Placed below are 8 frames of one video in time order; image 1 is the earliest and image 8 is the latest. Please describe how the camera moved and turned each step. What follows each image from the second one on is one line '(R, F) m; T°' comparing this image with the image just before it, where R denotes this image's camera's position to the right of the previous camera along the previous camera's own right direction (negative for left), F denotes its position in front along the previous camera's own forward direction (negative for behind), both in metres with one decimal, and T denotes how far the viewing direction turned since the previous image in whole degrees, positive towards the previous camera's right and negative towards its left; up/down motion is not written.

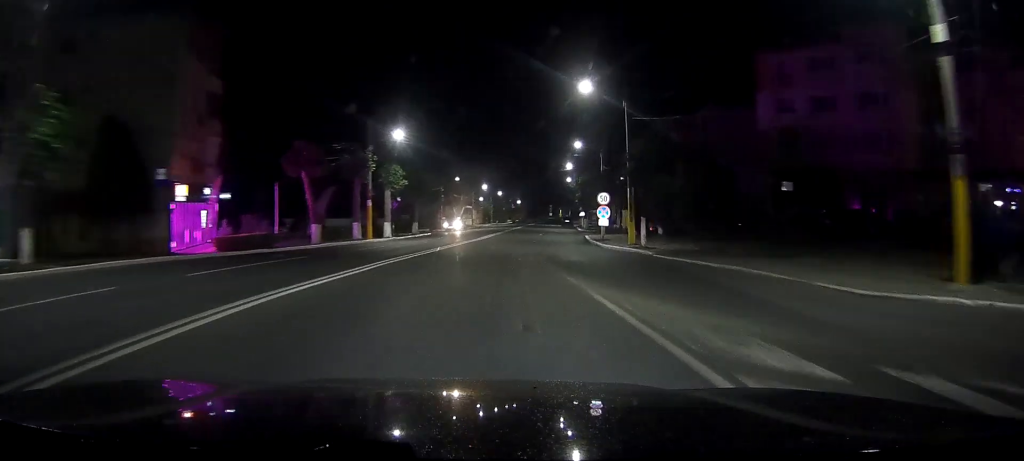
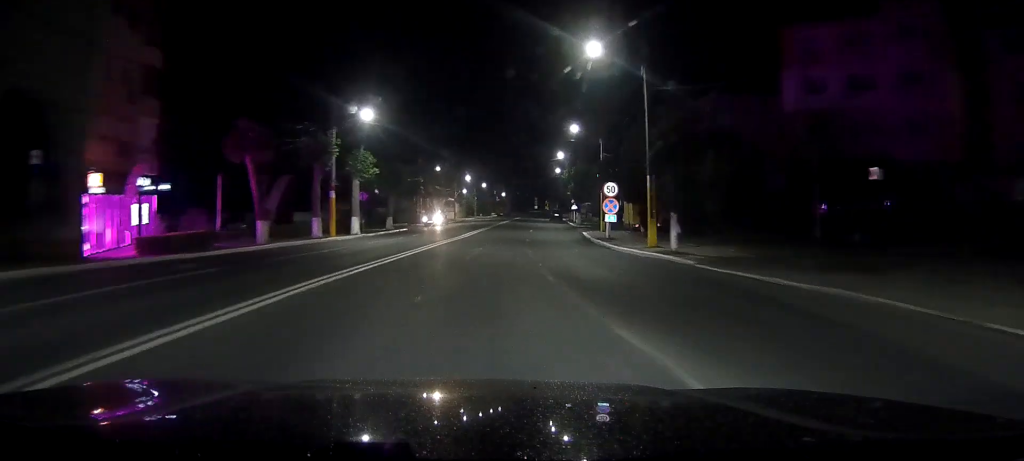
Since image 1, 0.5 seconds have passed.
(+0.2, +7.2) m; +1°
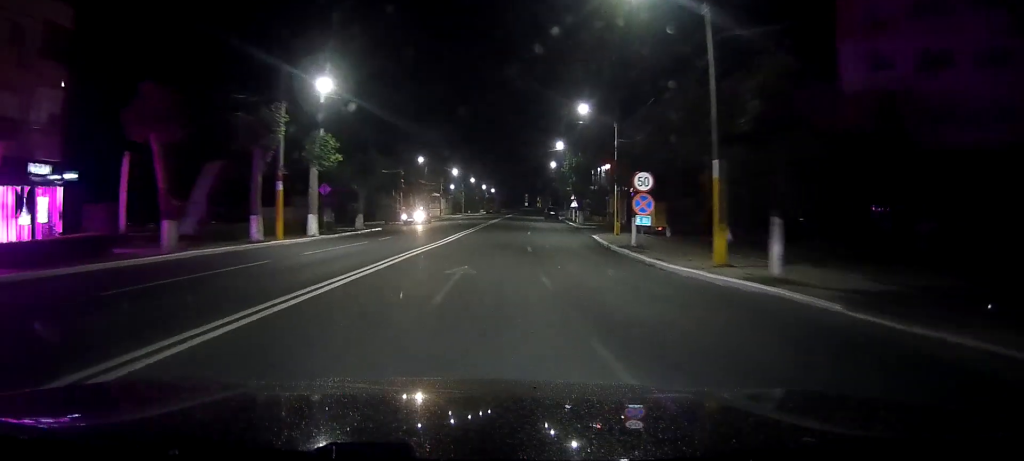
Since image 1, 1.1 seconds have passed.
(+0.1, +9.3) m; +1°
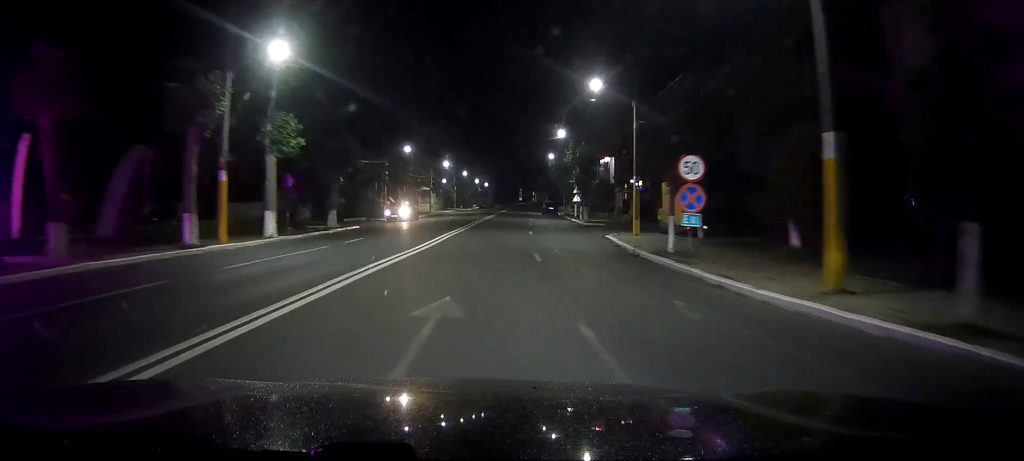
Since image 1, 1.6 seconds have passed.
(-0.1, +6.8) m; +1°
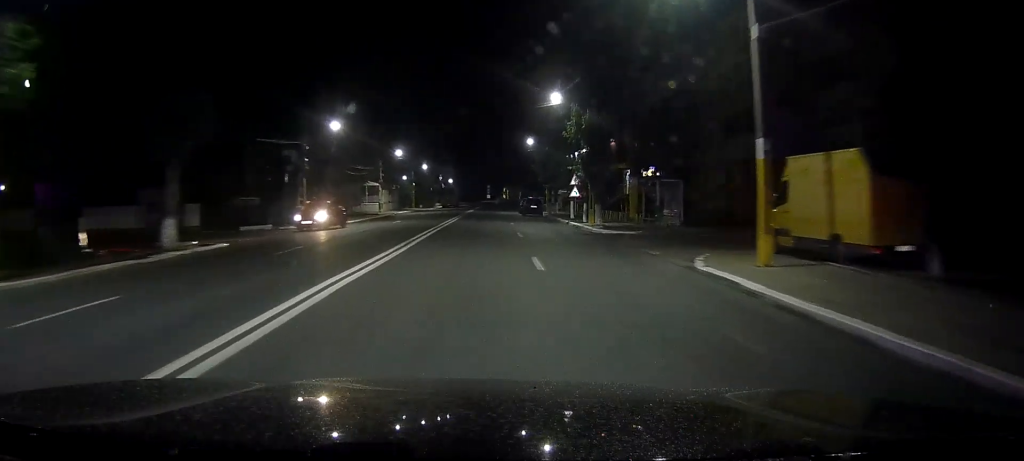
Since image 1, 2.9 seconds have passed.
(+0.5, +19.2) m; +3°
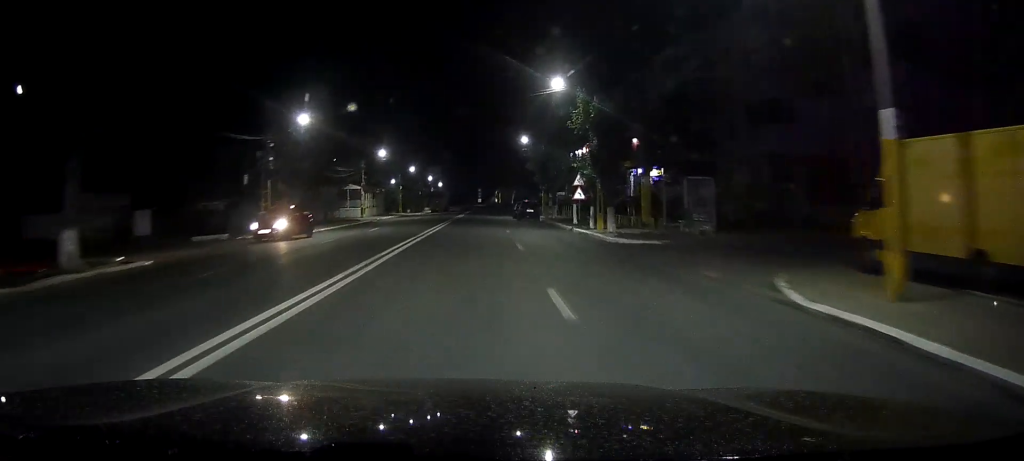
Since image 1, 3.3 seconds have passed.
(+0.1, +6.0) m; 0°
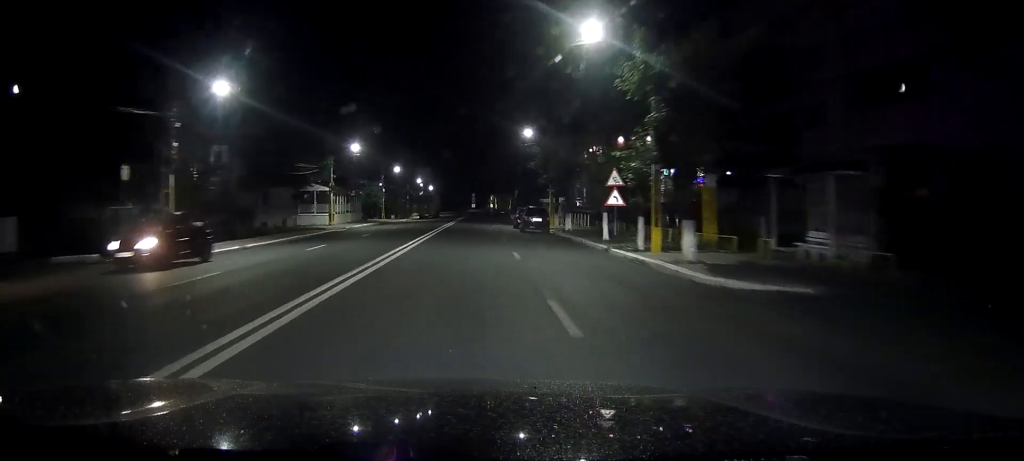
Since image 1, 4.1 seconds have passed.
(+0.1, +12.5) m; 0°
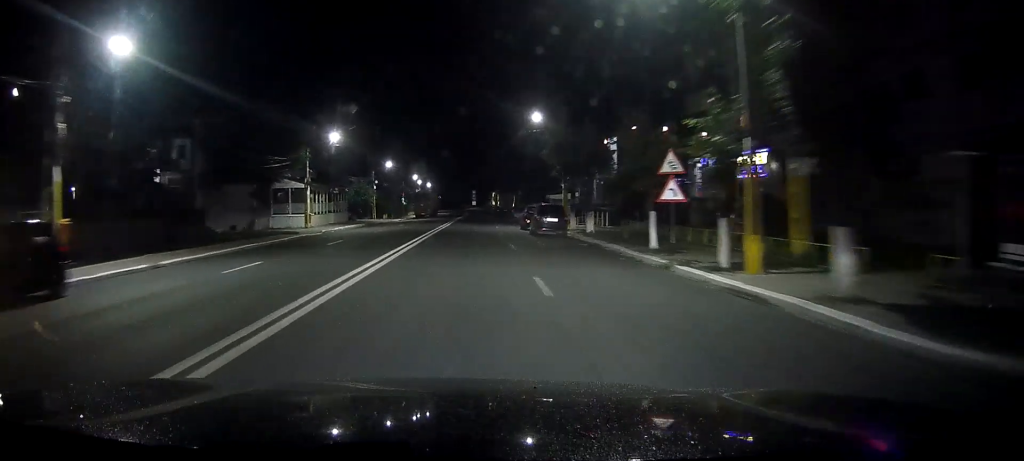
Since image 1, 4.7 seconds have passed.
(0.0, +8.5) m; 0°
